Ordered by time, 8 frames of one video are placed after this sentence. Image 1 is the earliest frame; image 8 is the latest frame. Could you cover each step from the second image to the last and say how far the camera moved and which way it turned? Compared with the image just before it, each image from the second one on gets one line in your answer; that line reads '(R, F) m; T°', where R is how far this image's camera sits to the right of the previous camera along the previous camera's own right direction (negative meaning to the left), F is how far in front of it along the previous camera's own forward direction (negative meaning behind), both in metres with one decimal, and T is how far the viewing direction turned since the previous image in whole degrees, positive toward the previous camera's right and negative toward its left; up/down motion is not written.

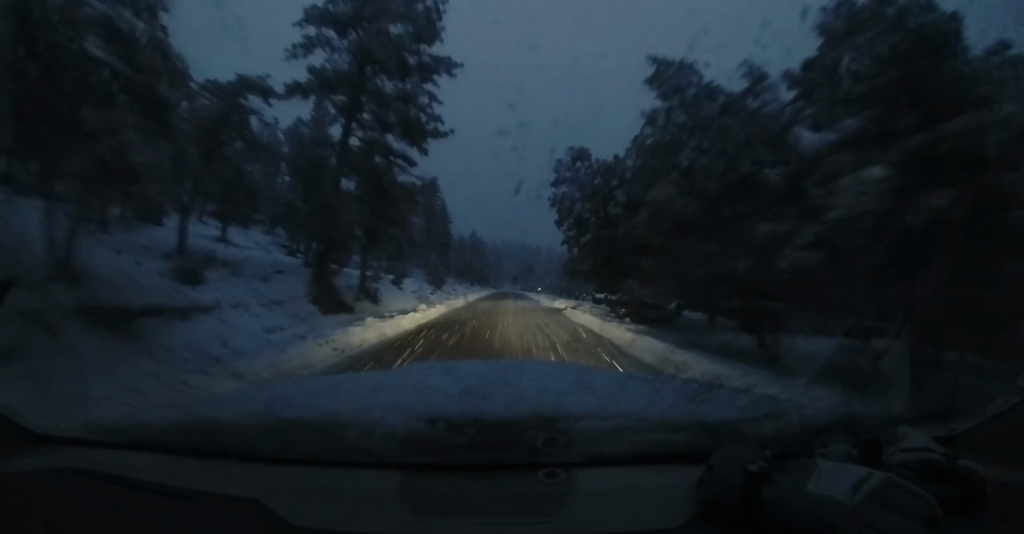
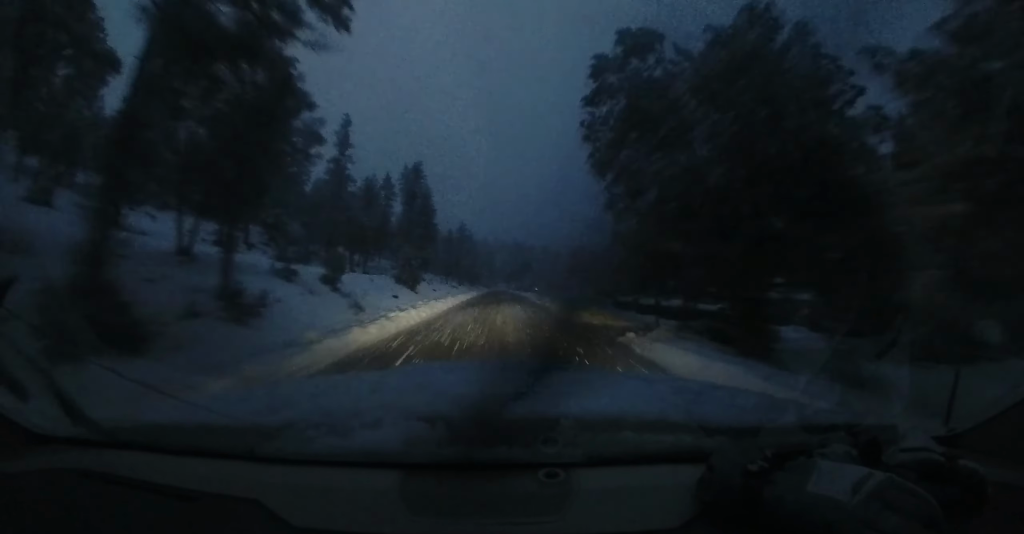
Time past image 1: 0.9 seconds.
(-0.1, +10.5) m; -1°
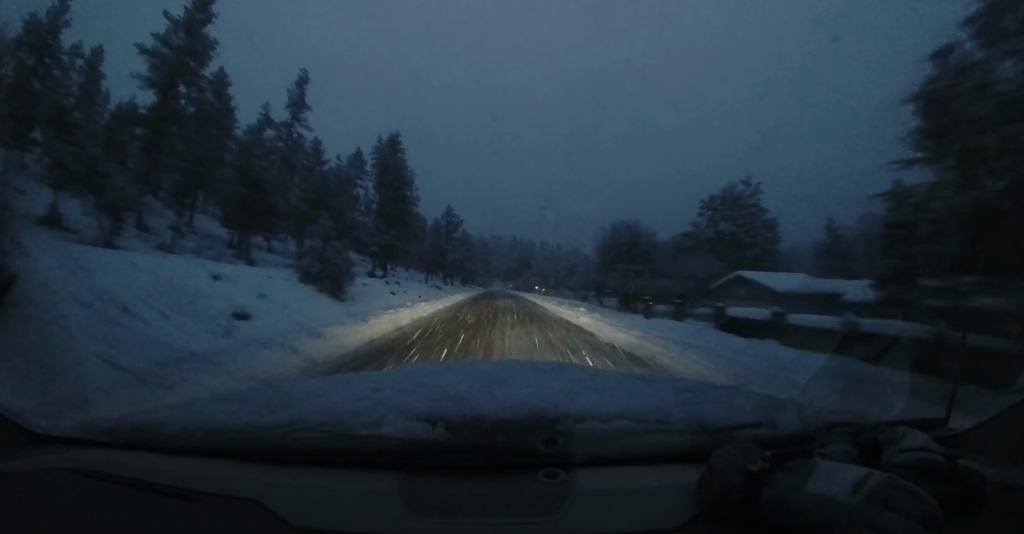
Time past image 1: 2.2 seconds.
(0.0, +16.3) m; +1°
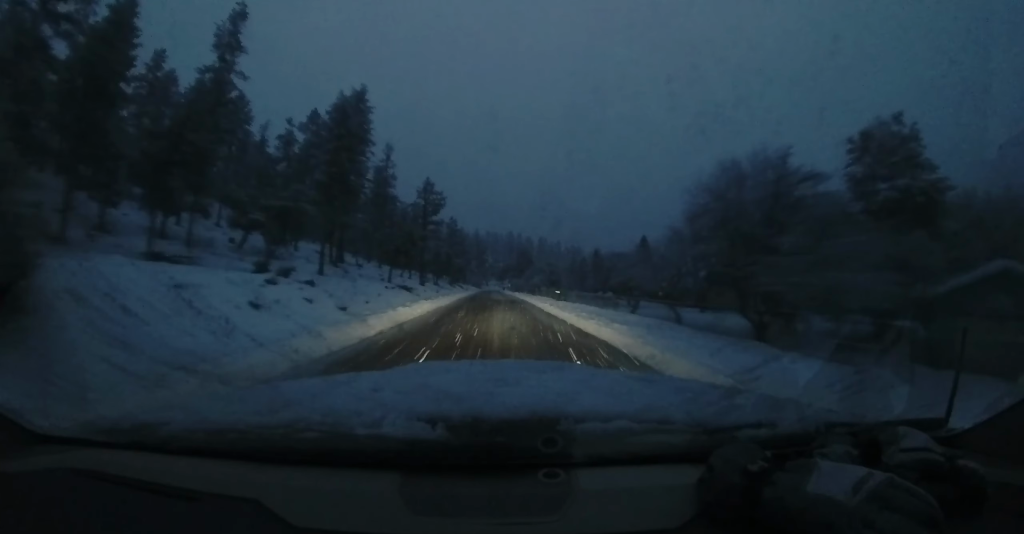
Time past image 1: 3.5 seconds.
(+0.3, +16.0) m; +2°
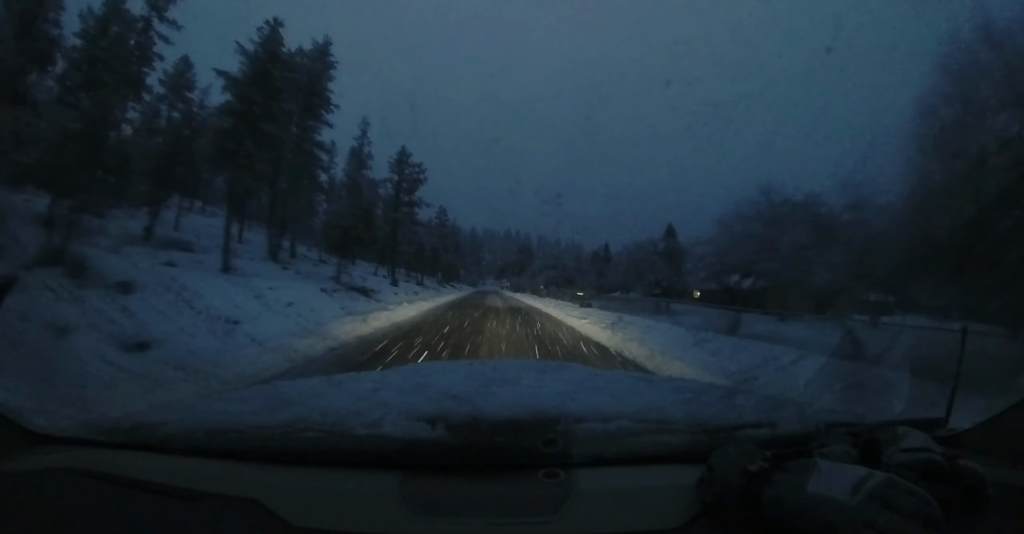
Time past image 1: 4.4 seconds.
(+0.1, +11.5) m; 0°
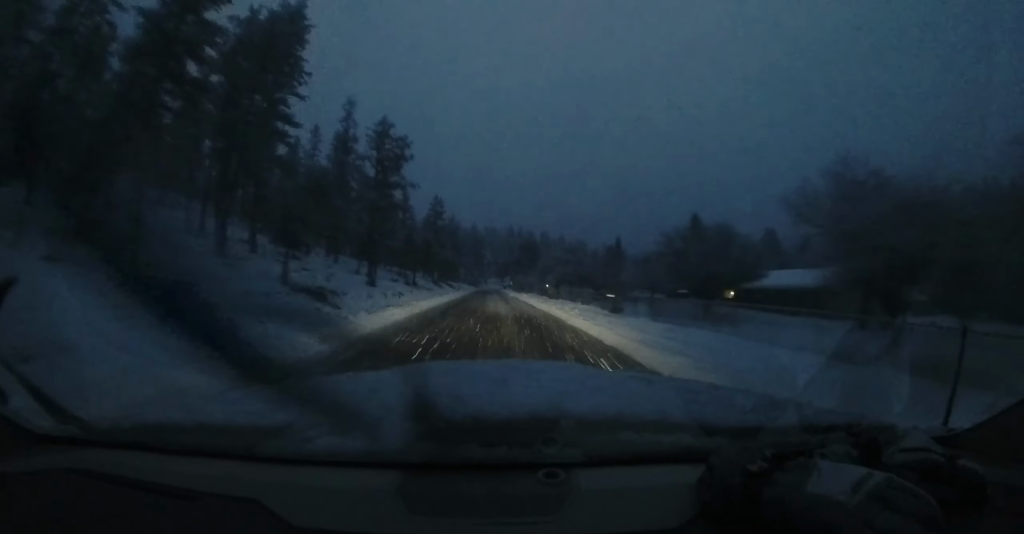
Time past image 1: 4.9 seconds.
(-0.1, +7.1) m; -1°
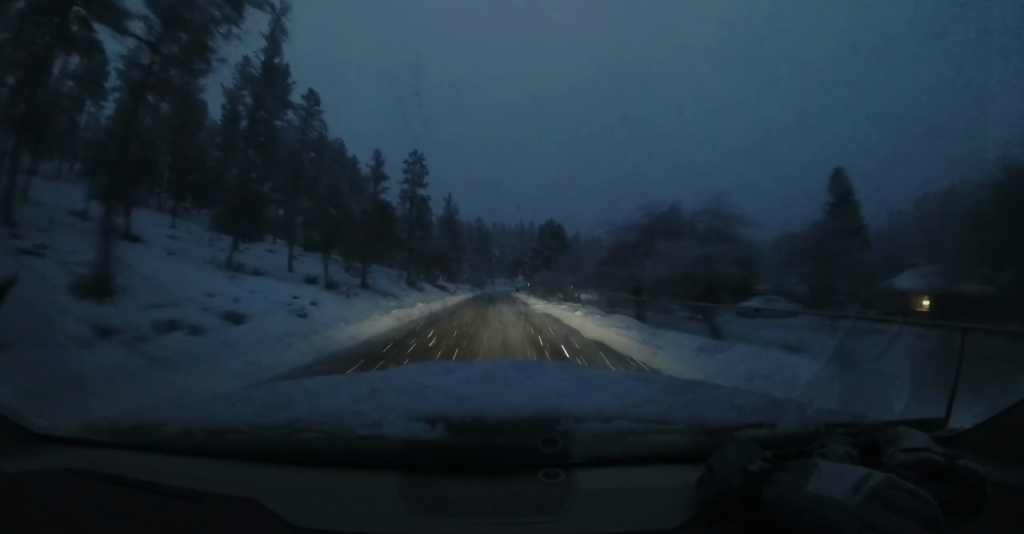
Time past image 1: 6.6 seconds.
(-0.4, +22.2) m; -2°
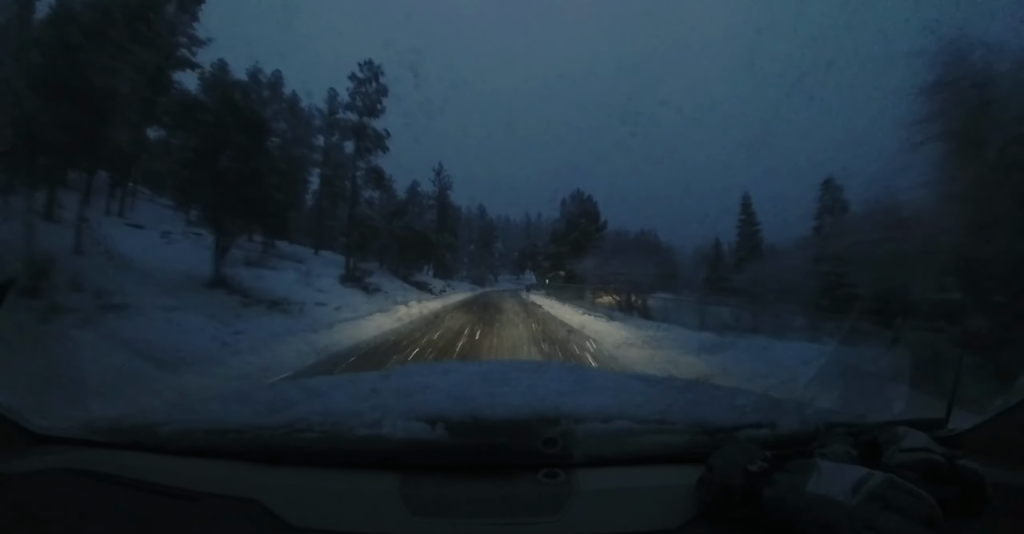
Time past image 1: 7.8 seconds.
(0.0, +16.7) m; +1°
